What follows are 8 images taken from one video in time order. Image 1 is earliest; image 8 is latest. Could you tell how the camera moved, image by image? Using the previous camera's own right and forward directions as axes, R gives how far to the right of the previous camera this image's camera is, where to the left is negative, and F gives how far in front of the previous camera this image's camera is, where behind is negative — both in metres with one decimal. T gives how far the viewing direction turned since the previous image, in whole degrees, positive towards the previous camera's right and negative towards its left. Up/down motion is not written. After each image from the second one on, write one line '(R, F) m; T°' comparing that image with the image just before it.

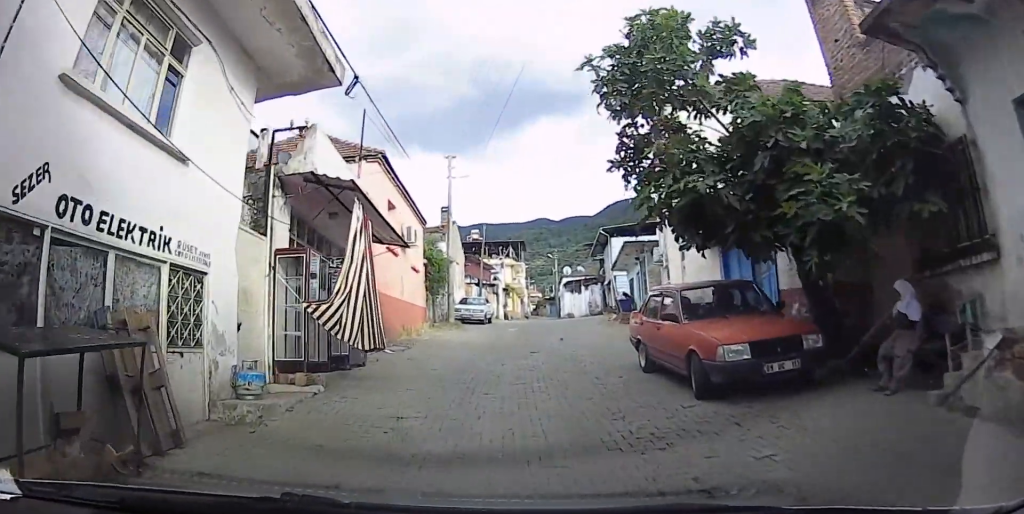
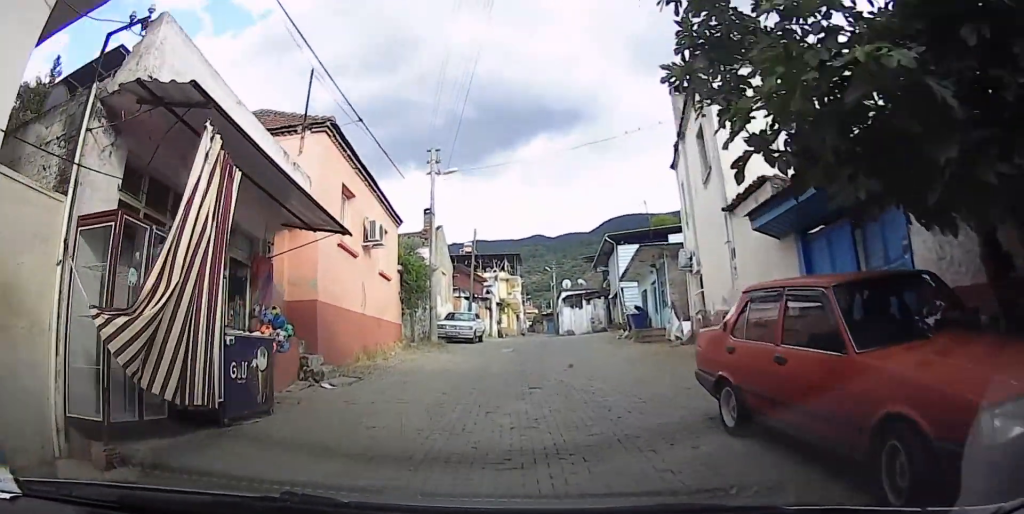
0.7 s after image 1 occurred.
(-0.3, +5.1) m; -5°
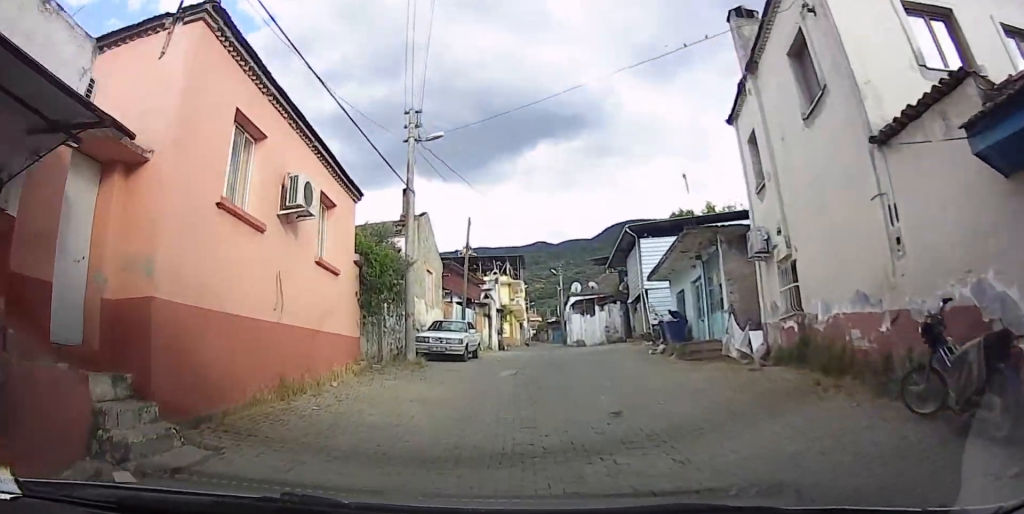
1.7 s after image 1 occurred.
(-0.2, +6.8) m; 0°
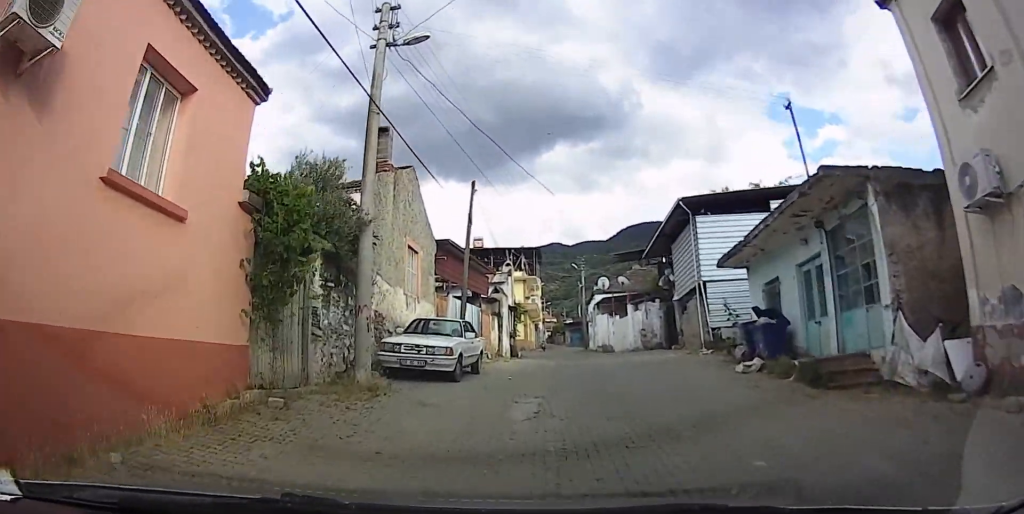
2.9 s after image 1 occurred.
(+0.4, +7.4) m; +6°
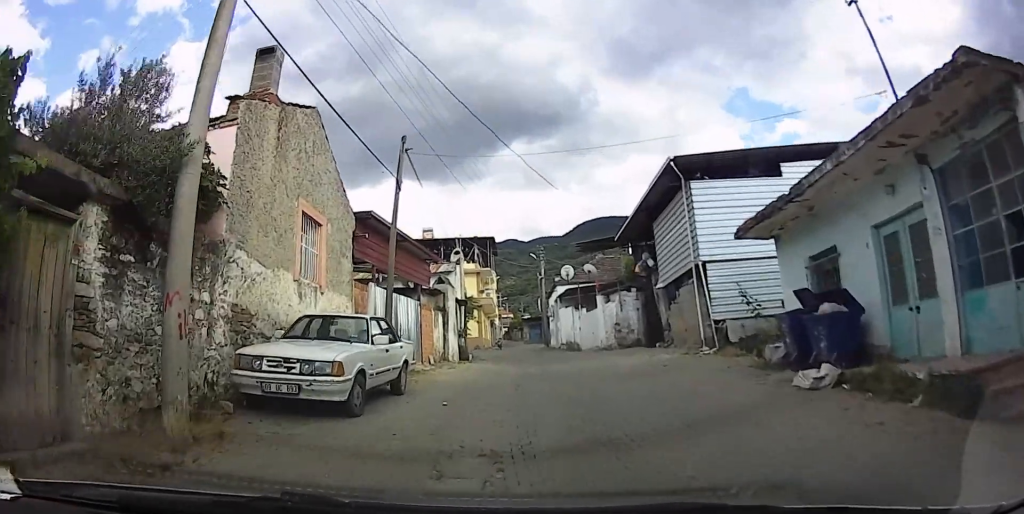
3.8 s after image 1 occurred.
(+0.2, +5.3) m; +2°
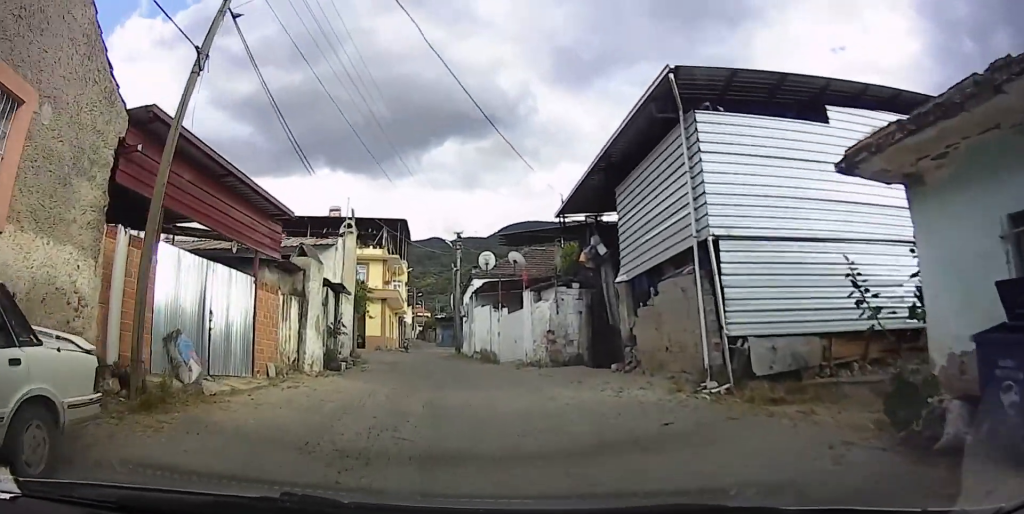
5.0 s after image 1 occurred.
(0.0, +7.6) m; +7°
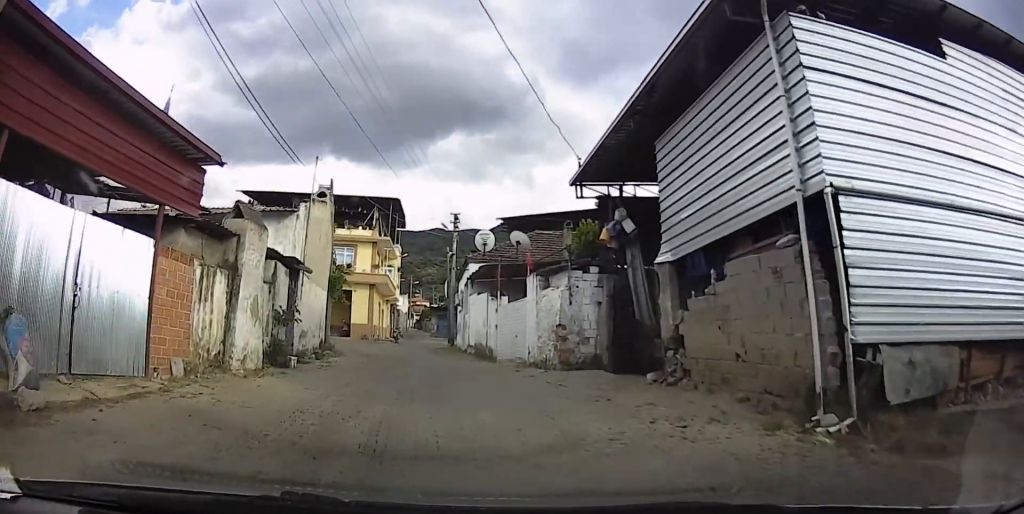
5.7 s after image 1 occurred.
(+0.1, +4.1) m; +7°
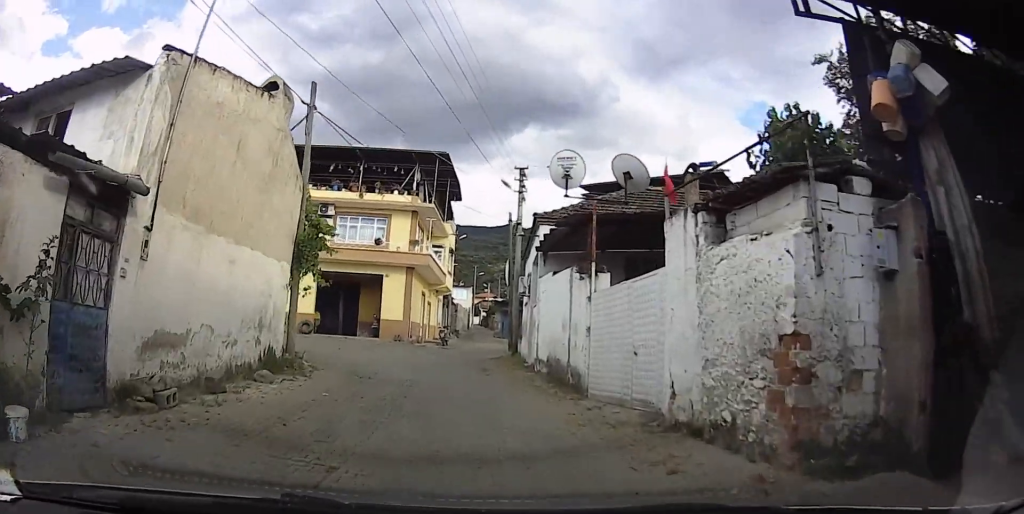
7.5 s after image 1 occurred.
(+0.5, +10.1) m; -9°
